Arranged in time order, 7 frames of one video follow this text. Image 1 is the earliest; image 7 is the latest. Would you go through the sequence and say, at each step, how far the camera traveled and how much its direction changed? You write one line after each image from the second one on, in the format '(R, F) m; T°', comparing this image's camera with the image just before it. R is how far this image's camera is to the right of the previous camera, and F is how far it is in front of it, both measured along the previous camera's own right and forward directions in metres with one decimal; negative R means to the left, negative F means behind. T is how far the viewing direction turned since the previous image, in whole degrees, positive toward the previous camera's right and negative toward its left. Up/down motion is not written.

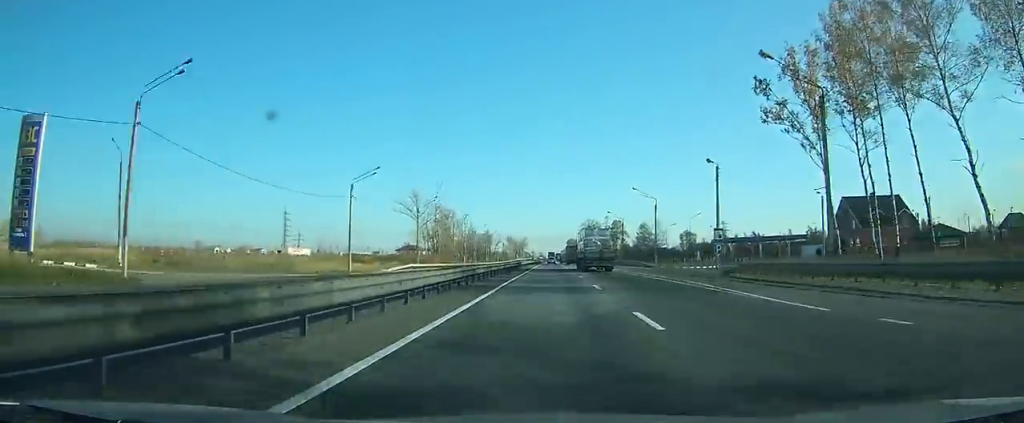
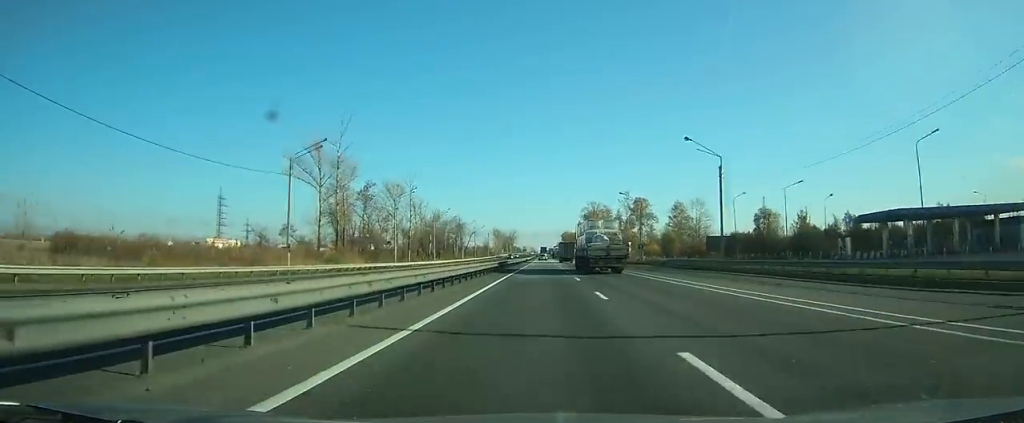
(+0.5, +74.1) m; +1°
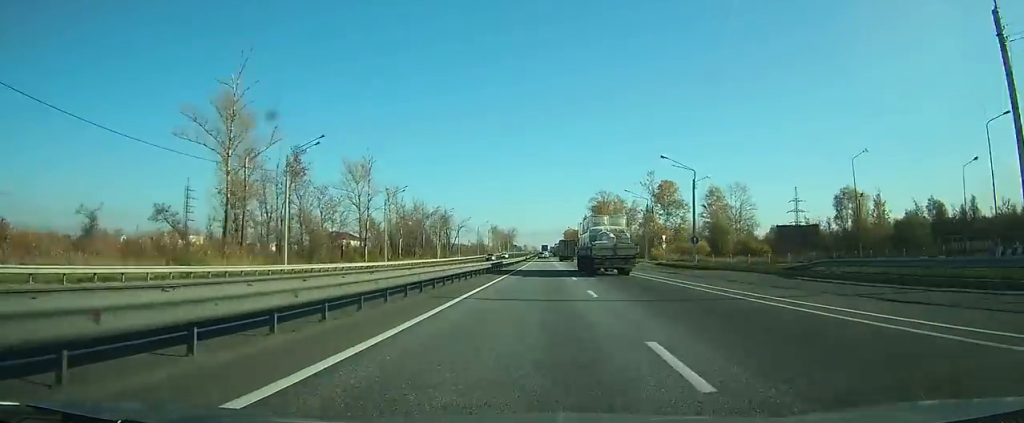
(+0.1, +35.2) m; 0°
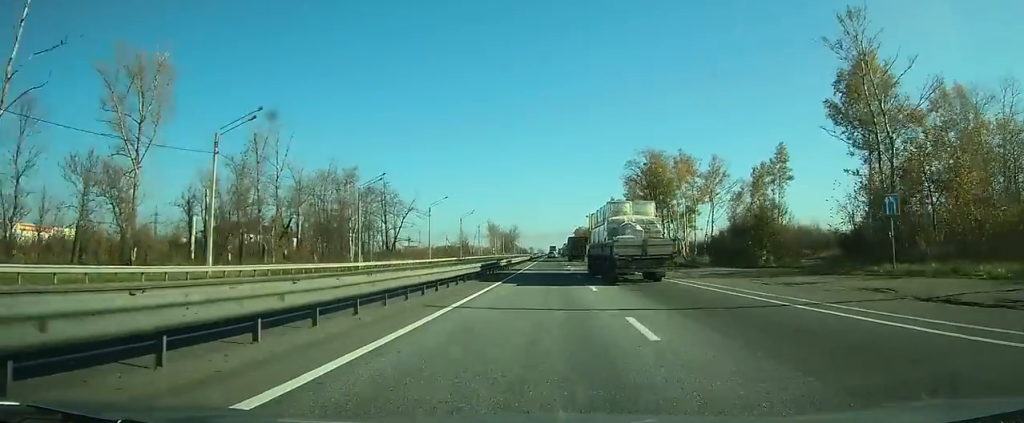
(-0.3, +85.1) m; 0°
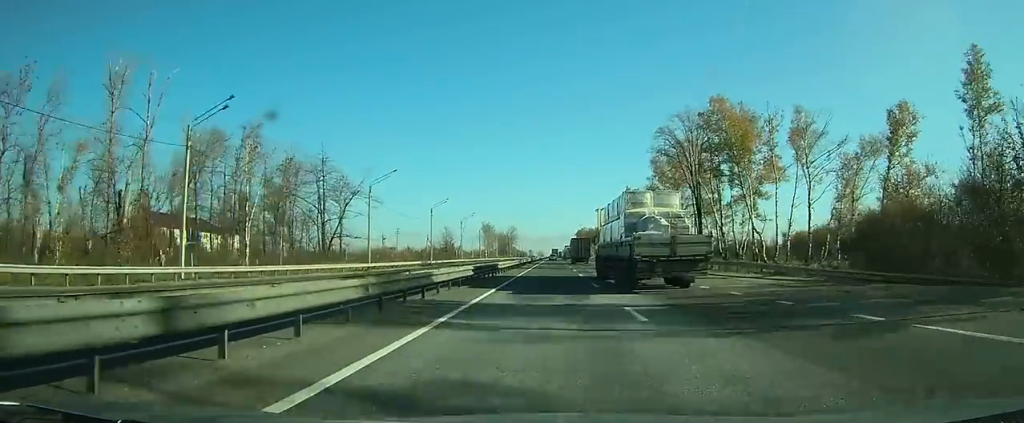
(0.0, +33.4) m; 0°
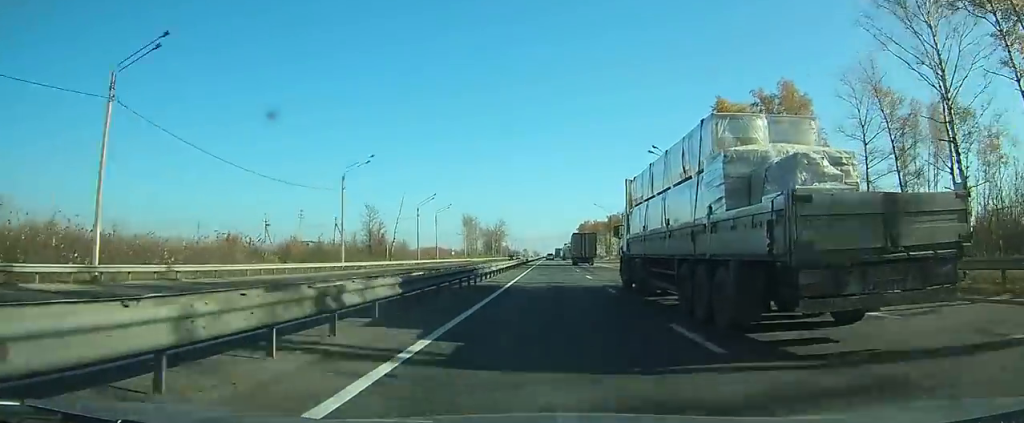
(+0.1, +72.6) m; 0°
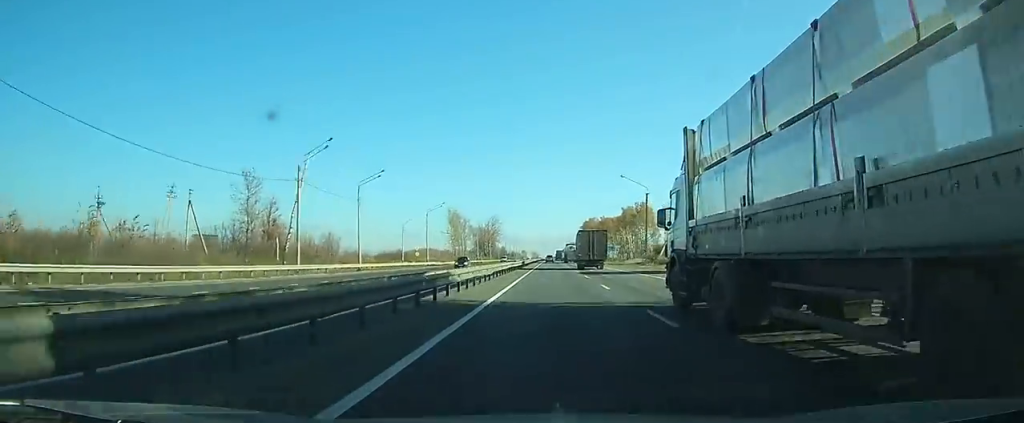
(+0.1, +44.7) m; 0°
